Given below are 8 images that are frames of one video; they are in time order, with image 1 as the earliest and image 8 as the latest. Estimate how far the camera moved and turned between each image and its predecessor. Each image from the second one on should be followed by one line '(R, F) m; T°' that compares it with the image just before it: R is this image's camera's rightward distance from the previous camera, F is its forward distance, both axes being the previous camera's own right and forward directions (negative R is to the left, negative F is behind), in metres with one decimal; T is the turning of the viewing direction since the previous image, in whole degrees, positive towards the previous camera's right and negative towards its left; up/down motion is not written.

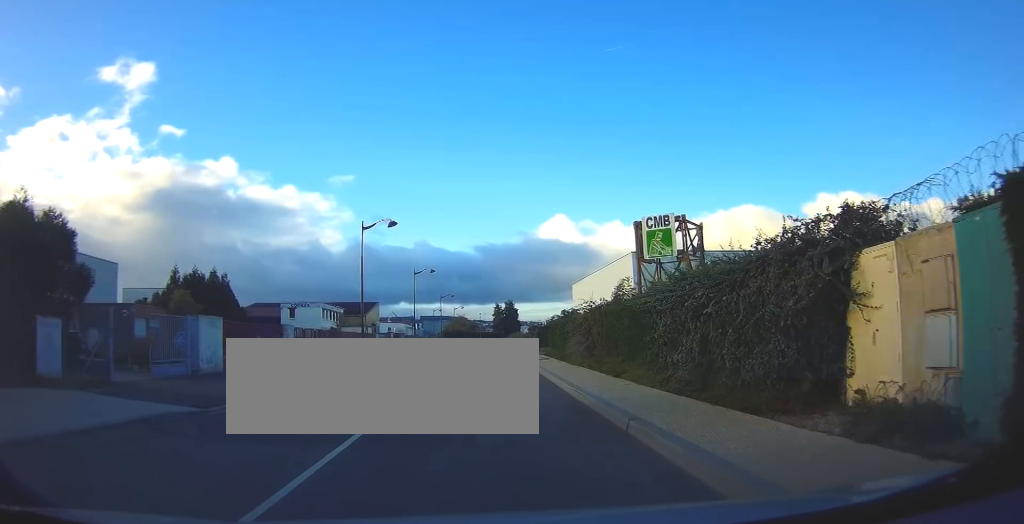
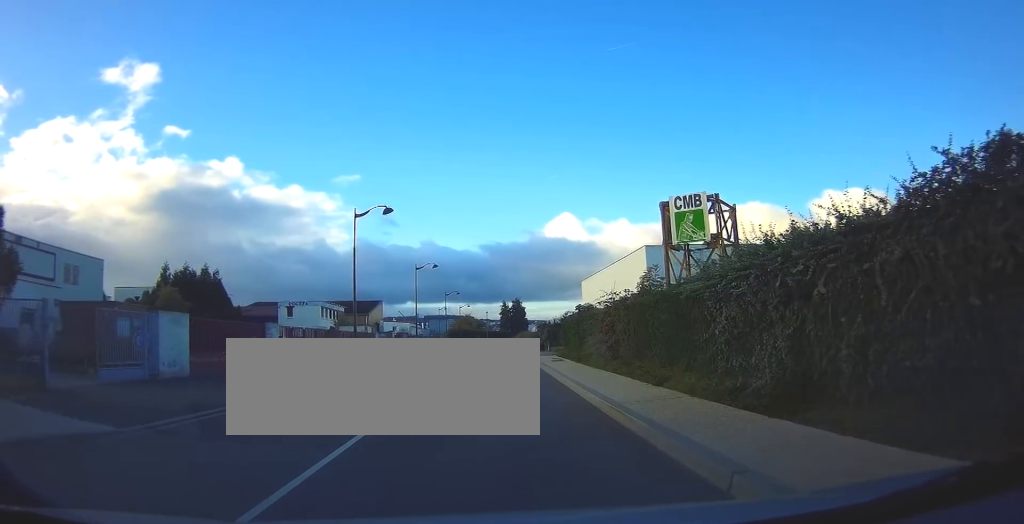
(0.0, +3.1) m; -1°
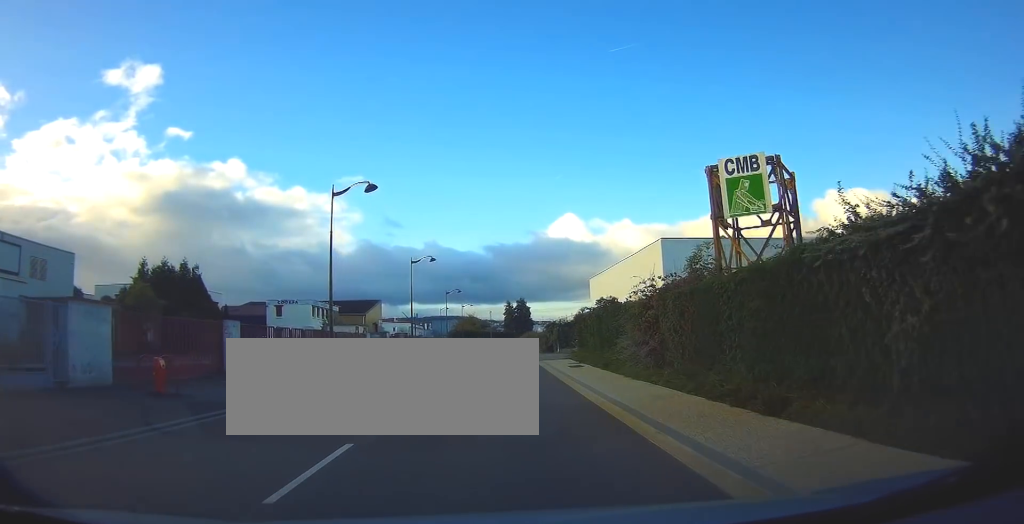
(-0.1, +4.8) m; -1°
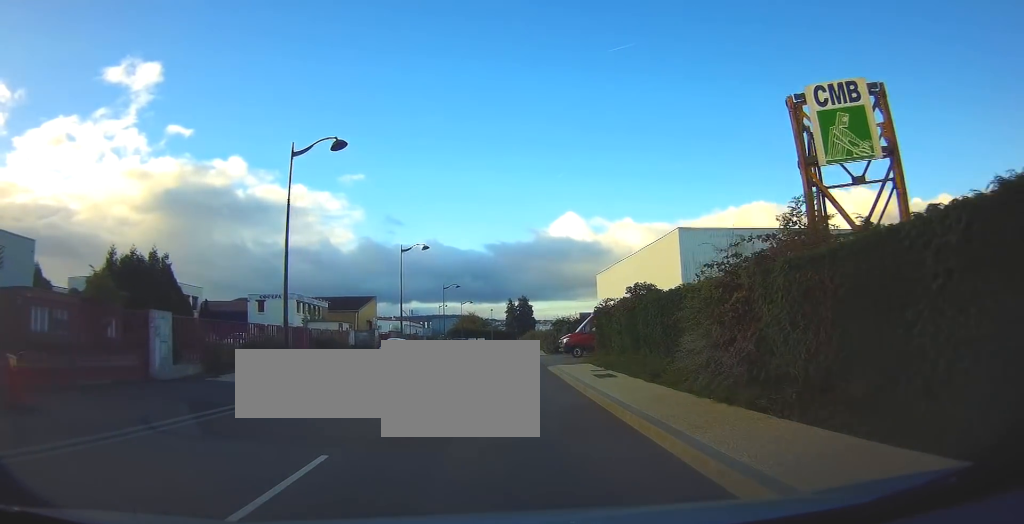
(0.0, +5.5) m; 0°
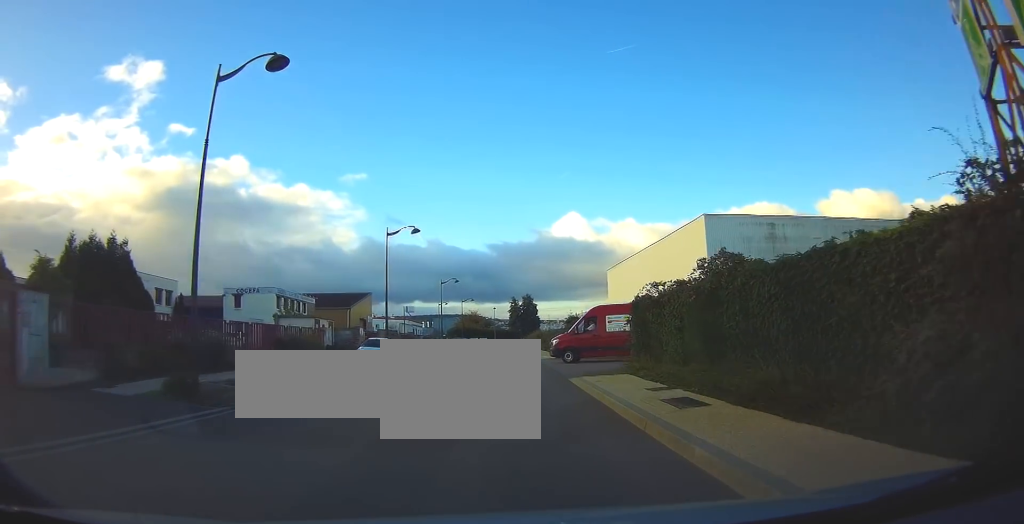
(0.0, +6.4) m; 0°
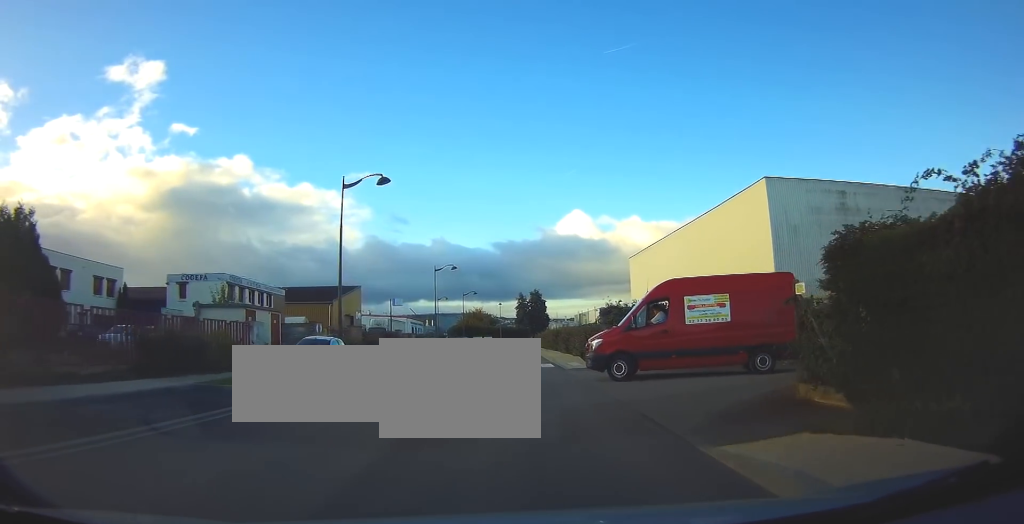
(-0.1, +11.5) m; -1°
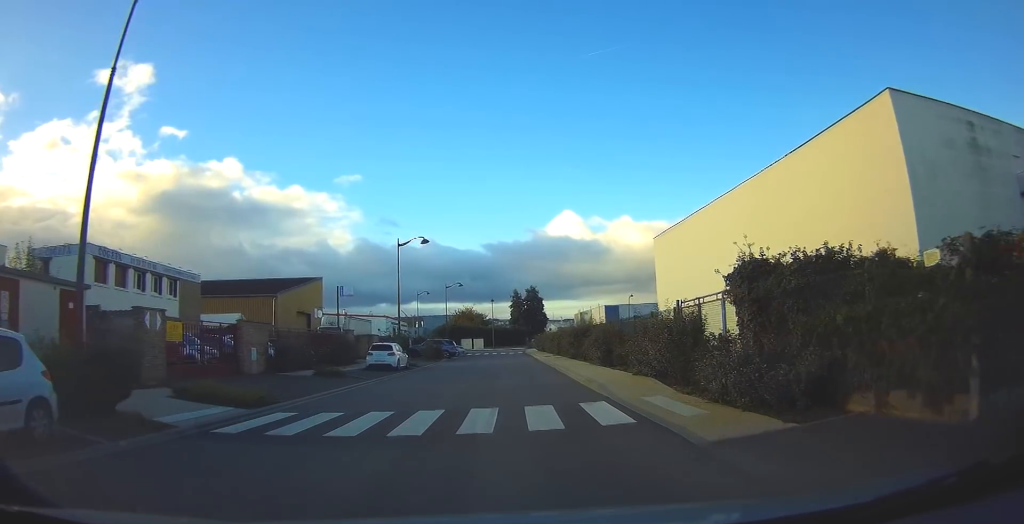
(0.0, +15.8) m; +1°
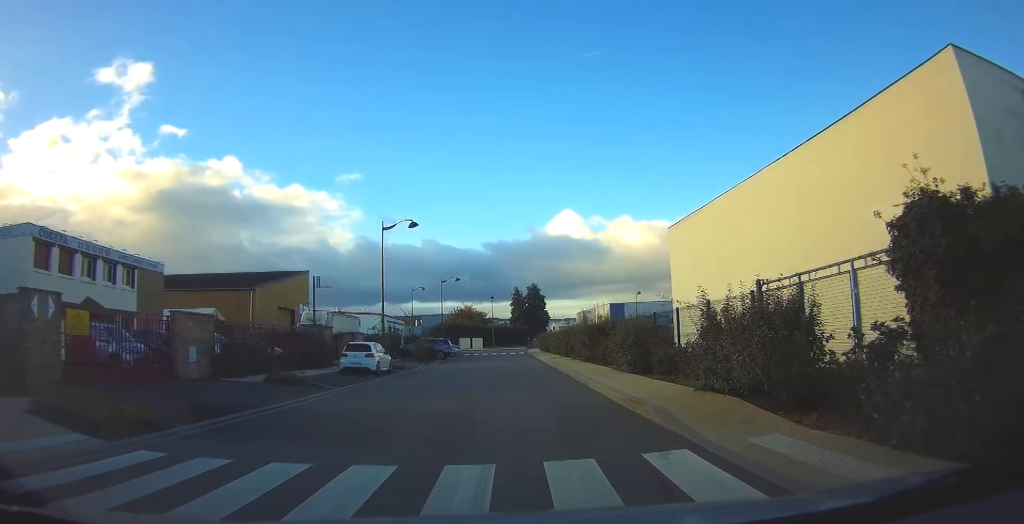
(0.0, +4.9) m; 0°
